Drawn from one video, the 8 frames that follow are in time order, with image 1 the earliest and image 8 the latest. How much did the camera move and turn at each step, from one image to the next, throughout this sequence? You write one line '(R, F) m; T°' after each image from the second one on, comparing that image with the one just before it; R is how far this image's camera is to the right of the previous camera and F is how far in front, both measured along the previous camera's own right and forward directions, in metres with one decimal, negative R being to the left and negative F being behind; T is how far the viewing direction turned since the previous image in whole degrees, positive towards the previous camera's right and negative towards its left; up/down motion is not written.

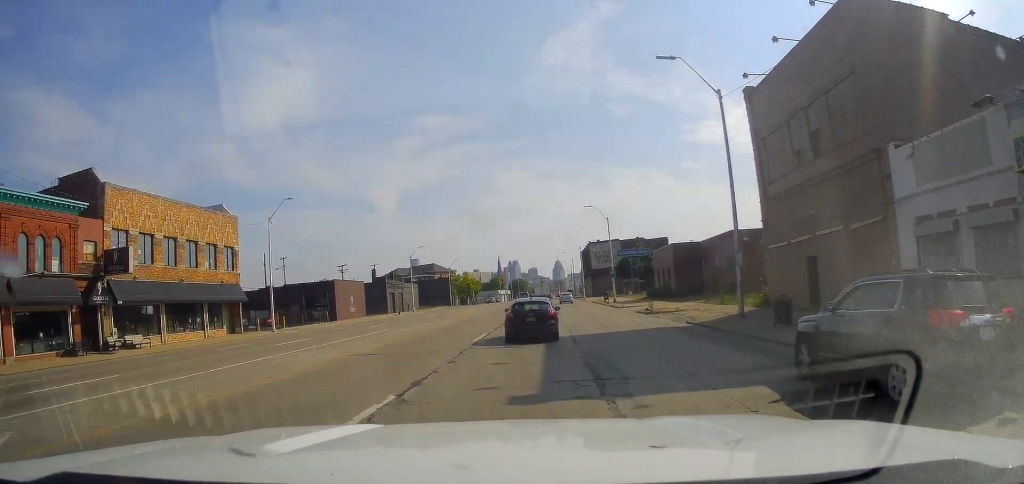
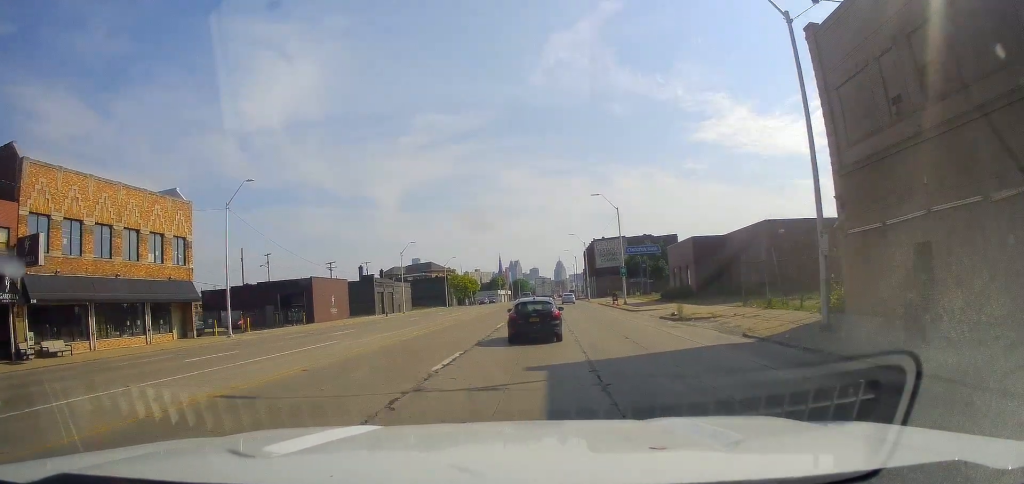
(-0.1, +7.9) m; -1°
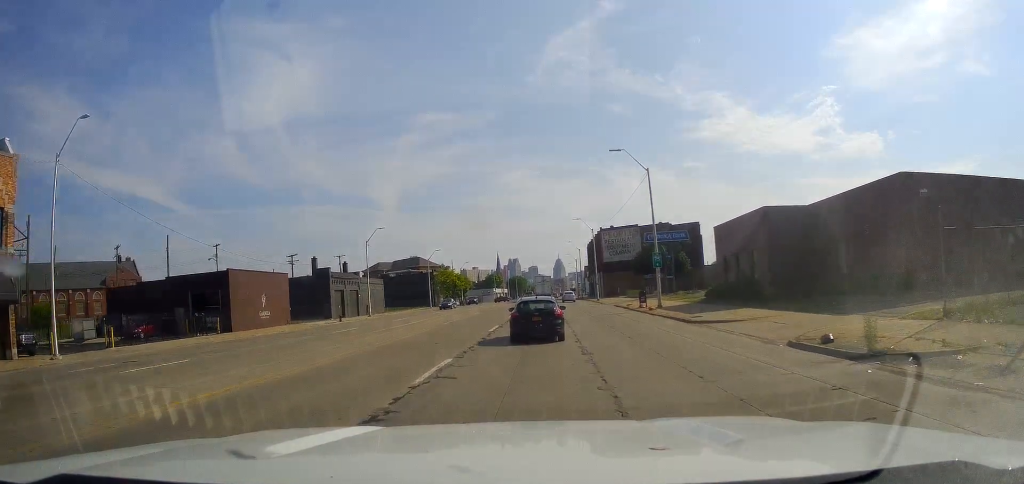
(-0.4, +18.8) m; -1°
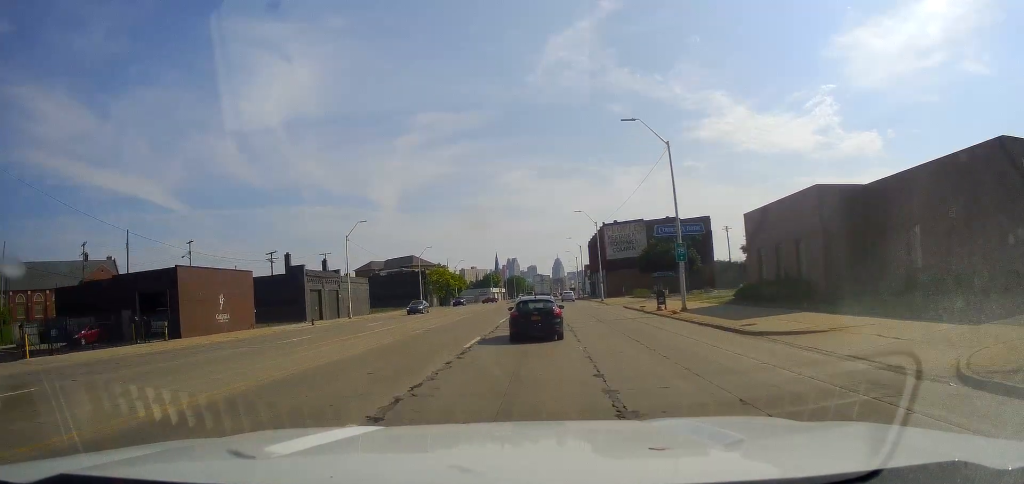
(0.0, +7.7) m; 0°
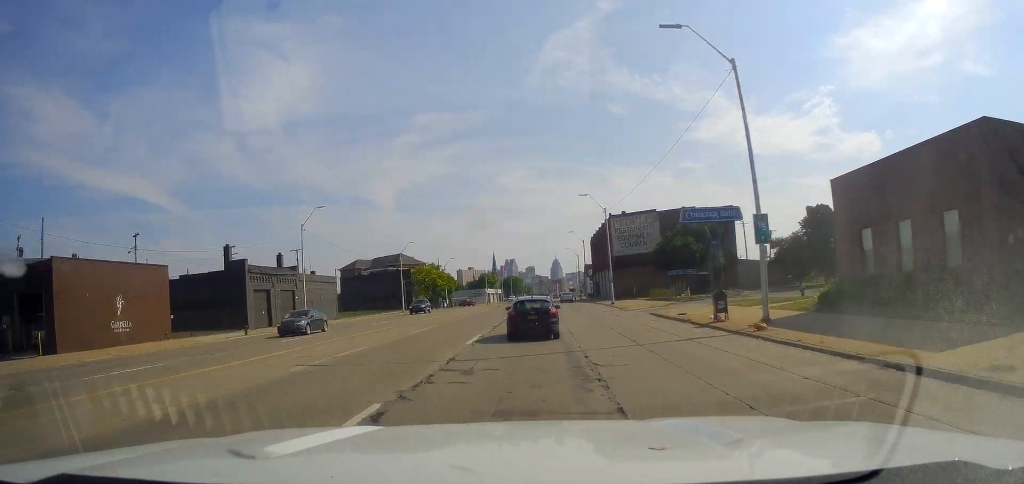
(+0.1, +13.3) m; +1°
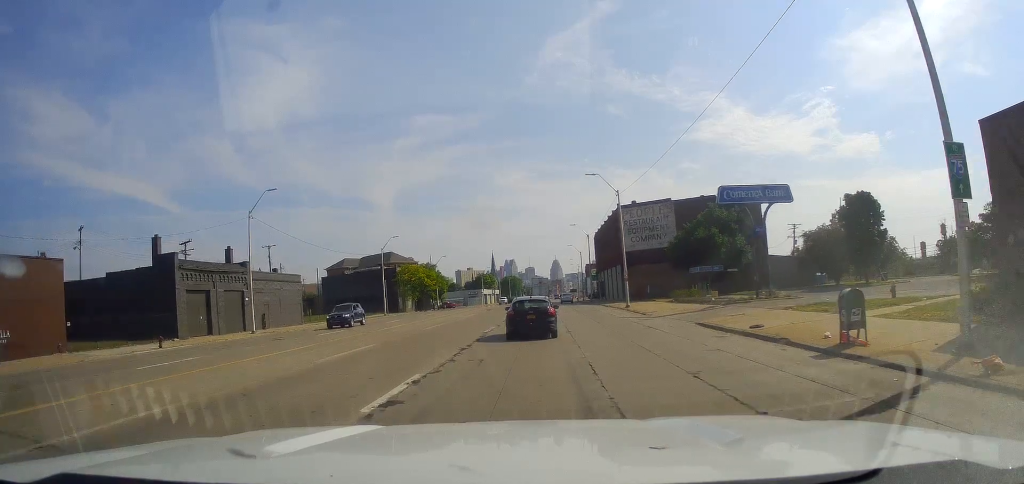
(+0.1, +11.3) m; 0°
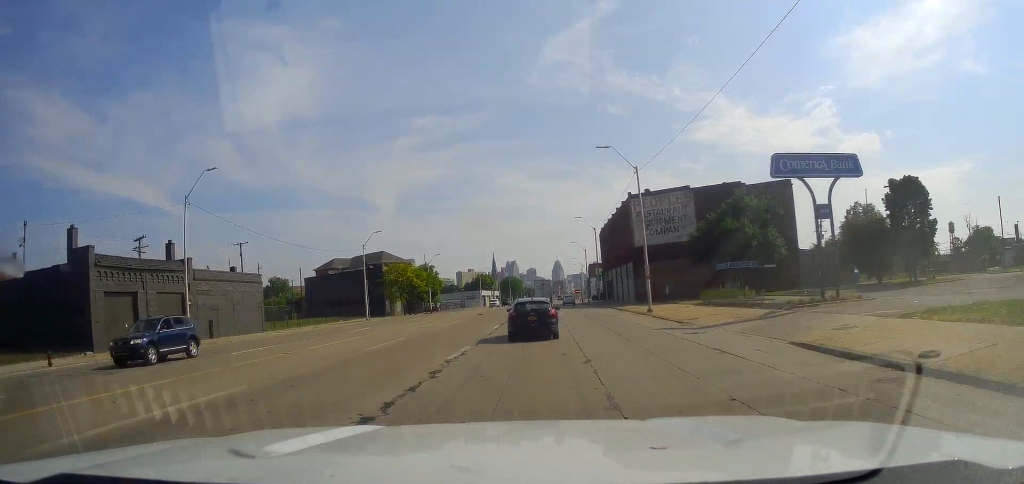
(0.0, +9.7) m; -1°
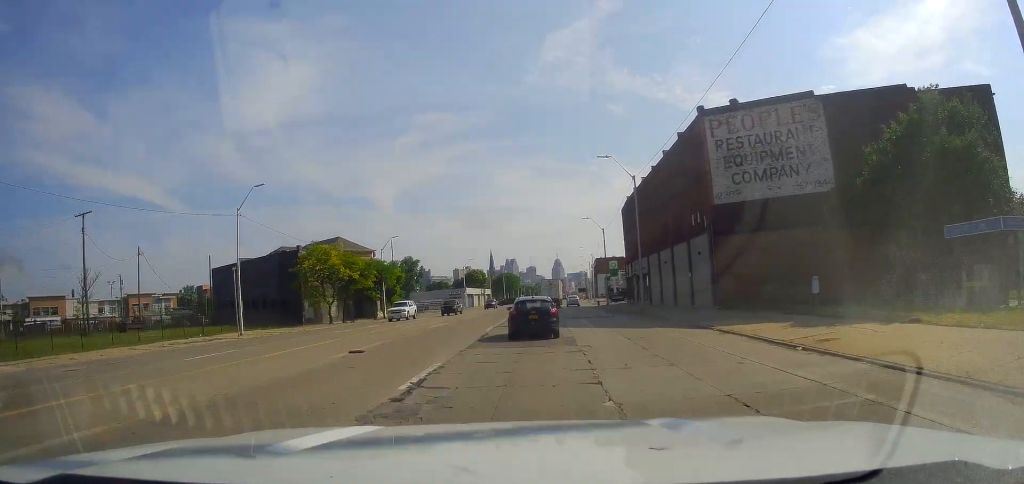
(+0.2, +33.3) m; 0°
